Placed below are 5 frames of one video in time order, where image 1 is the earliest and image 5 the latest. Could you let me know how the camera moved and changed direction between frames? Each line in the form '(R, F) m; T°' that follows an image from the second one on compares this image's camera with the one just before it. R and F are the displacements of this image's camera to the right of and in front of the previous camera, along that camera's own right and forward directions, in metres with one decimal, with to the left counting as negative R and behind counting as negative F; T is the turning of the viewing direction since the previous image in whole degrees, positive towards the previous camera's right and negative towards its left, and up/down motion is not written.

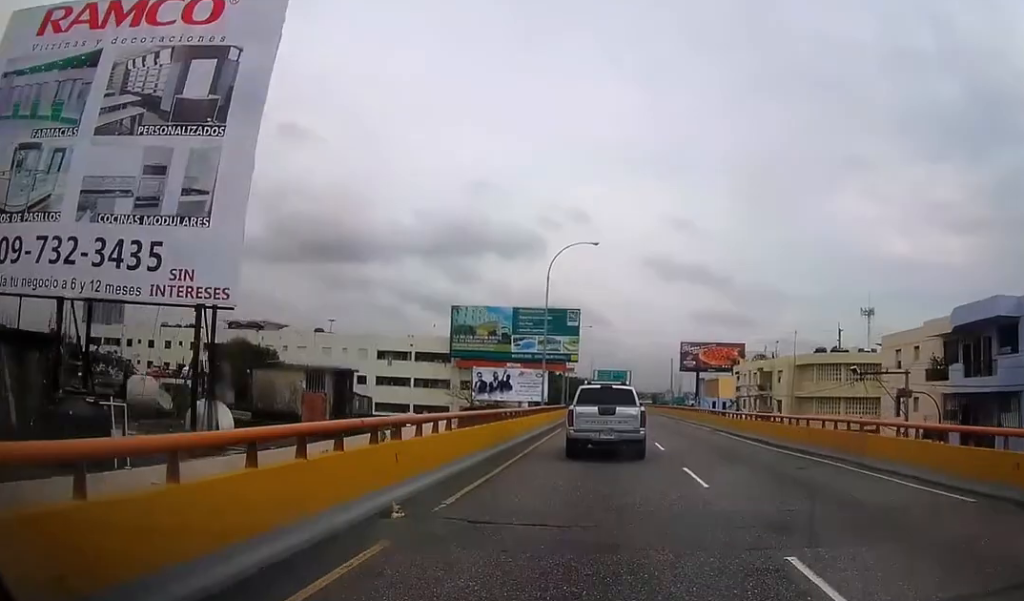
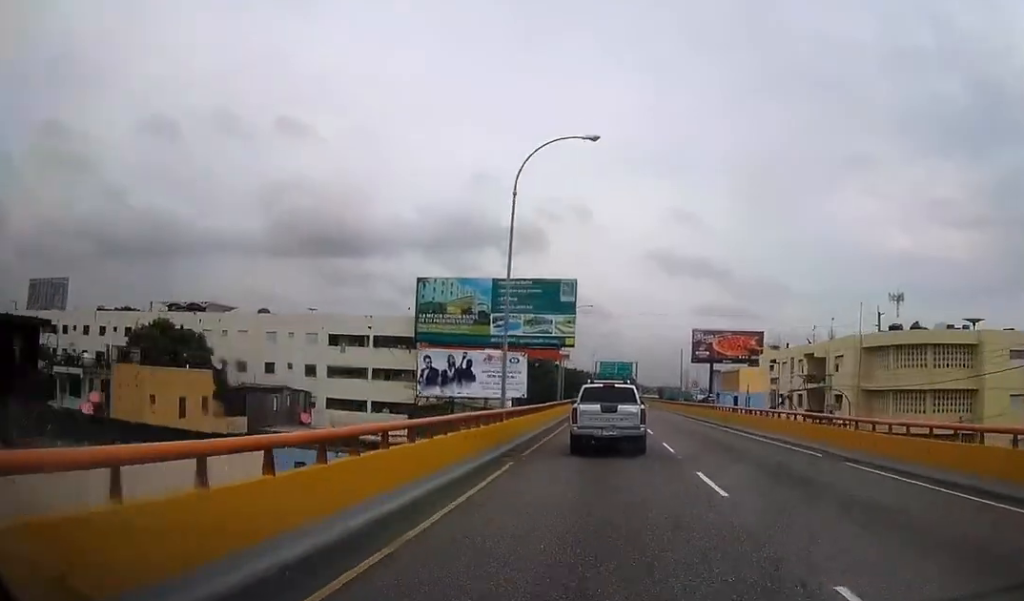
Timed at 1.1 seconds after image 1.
(-0.1, +17.1) m; 0°
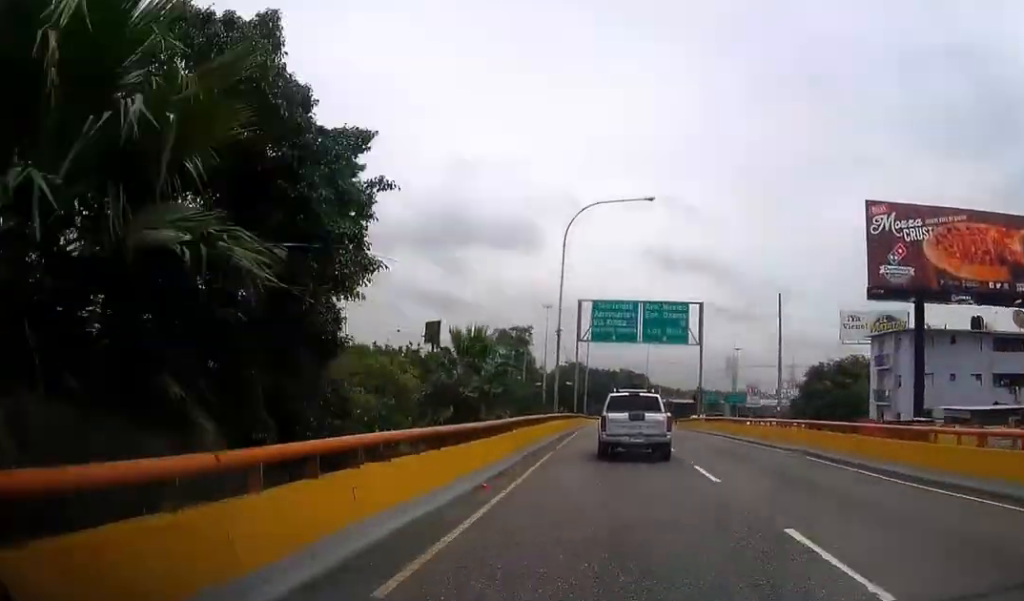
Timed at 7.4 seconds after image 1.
(+0.2, +98.9) m; +1°
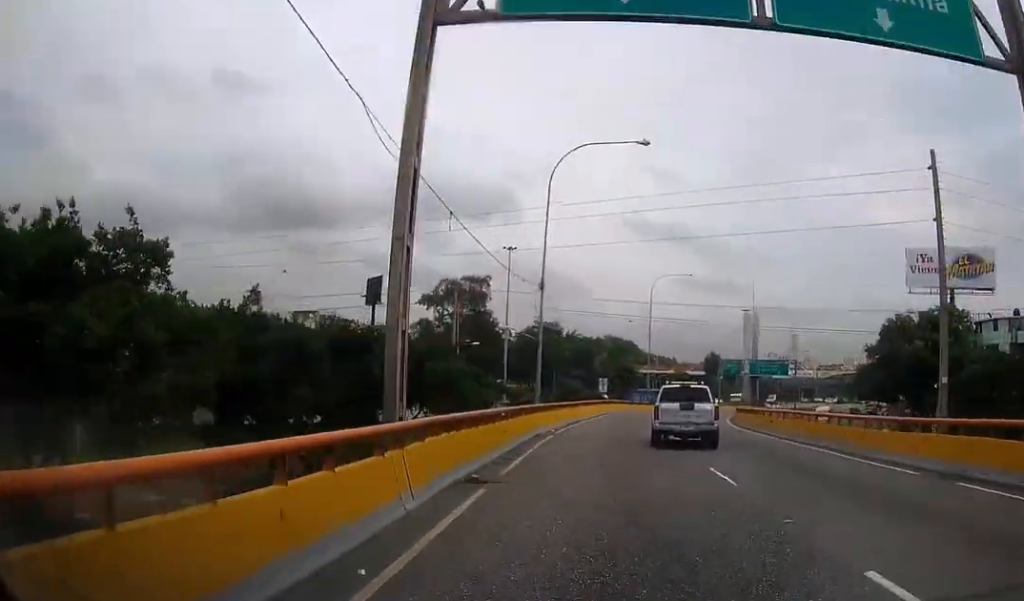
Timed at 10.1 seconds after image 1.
(+0.1, +44.1) m; +3°
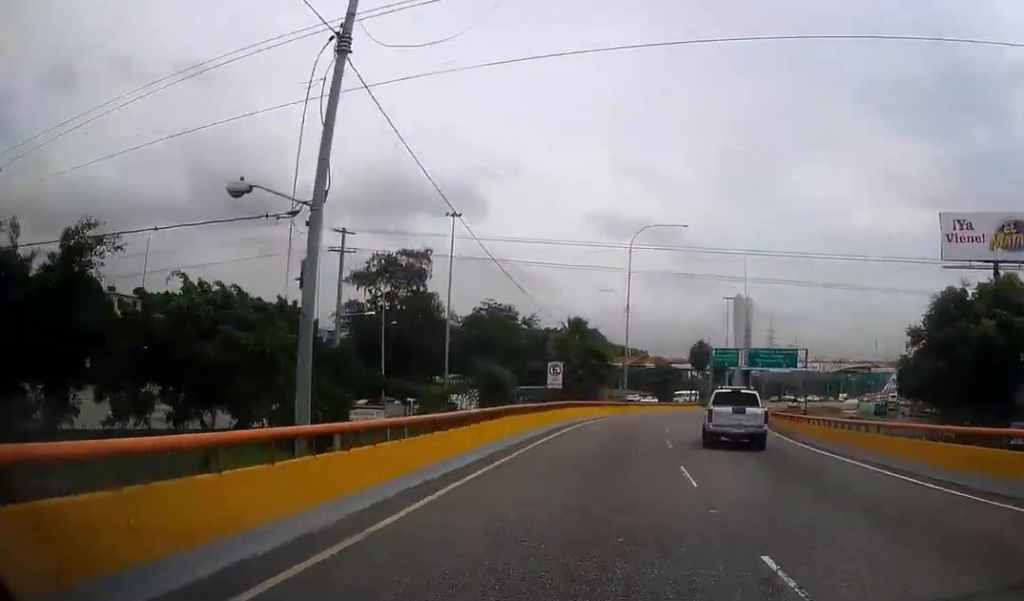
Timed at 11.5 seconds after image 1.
(+0.6, +23.5) m; +4°
